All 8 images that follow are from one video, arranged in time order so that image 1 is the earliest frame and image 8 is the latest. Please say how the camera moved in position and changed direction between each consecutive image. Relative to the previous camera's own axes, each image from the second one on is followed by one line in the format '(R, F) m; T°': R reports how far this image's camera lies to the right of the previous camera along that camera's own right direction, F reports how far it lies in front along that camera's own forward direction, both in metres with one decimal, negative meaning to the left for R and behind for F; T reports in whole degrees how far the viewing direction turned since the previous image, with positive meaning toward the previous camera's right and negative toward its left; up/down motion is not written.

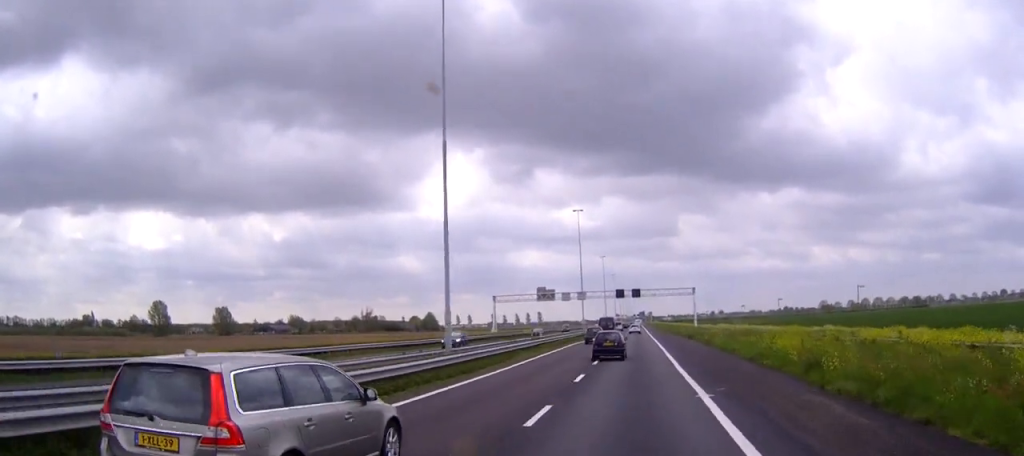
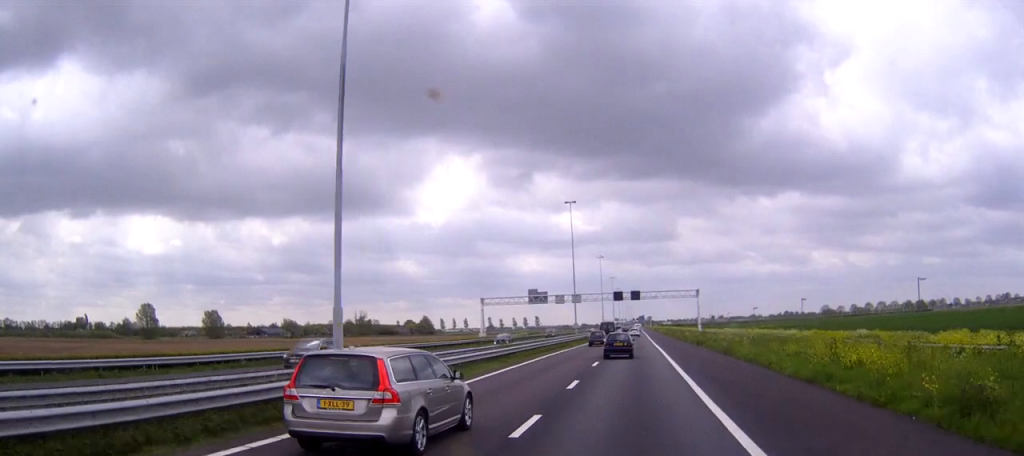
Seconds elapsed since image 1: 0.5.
(0.0, +12.0) m; 0°
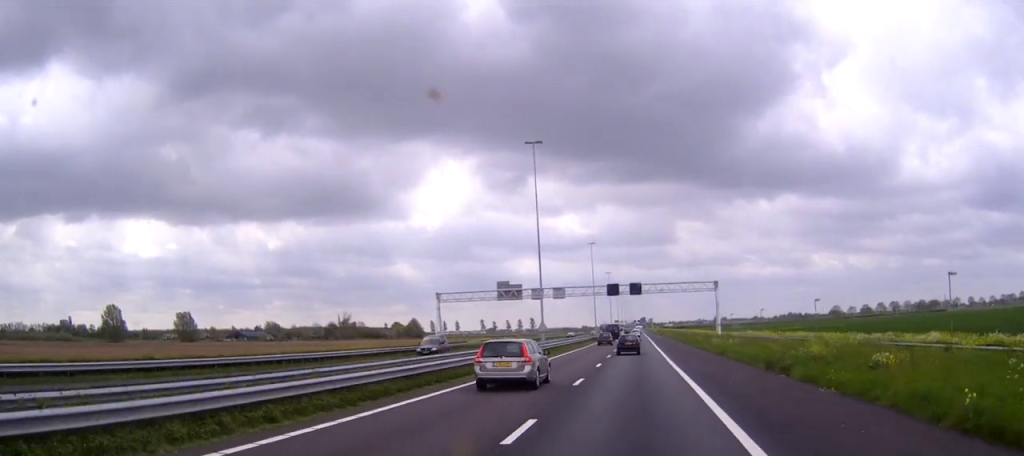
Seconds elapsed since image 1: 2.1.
(0.0, +34.4) m; 0°
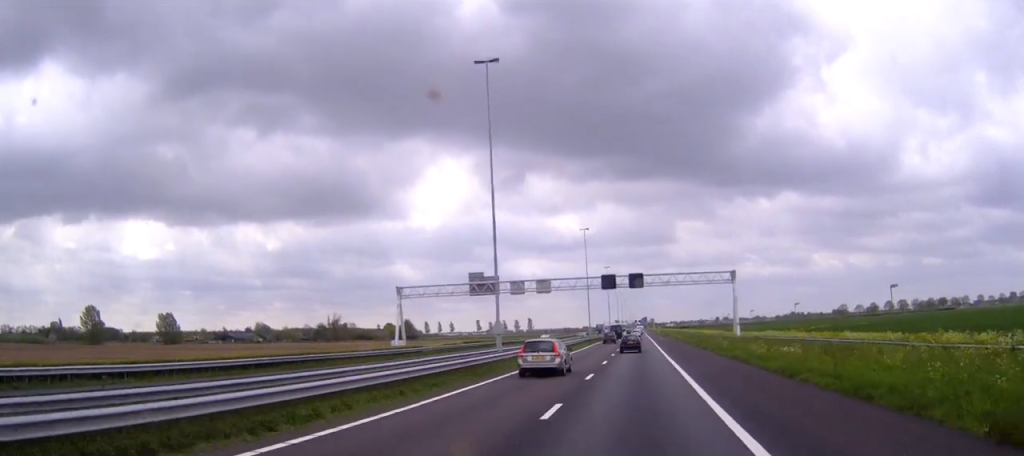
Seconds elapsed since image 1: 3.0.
(0.0, +20.0) m; 0°
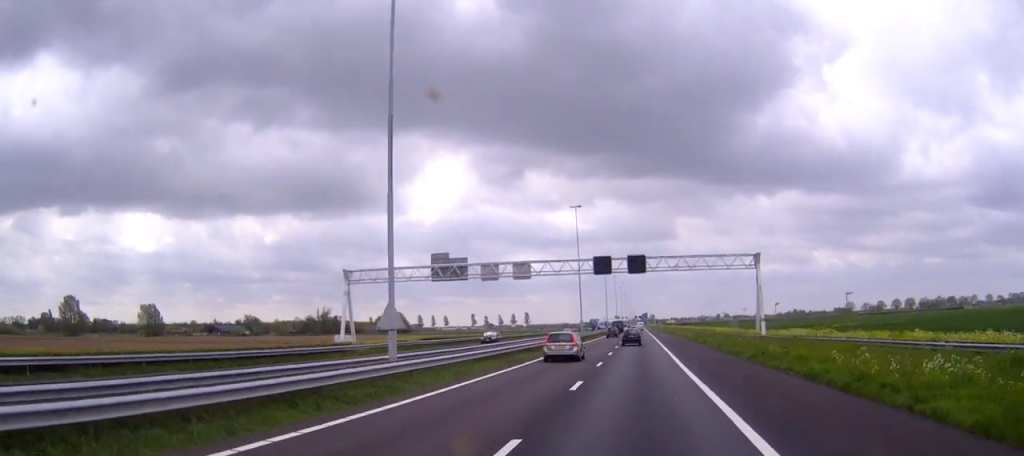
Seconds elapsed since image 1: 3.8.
(0.0, +18.5) m; 0°
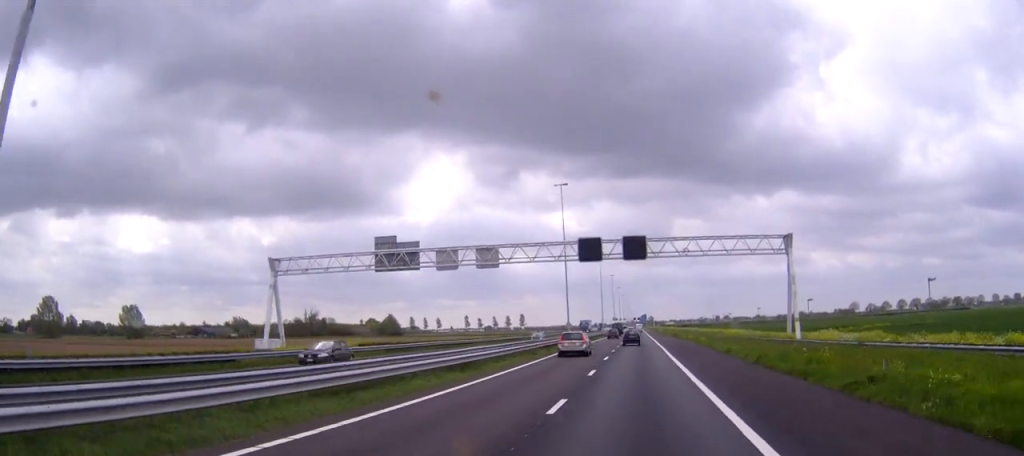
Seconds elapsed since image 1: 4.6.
(0.0, +17.1) m; 0°
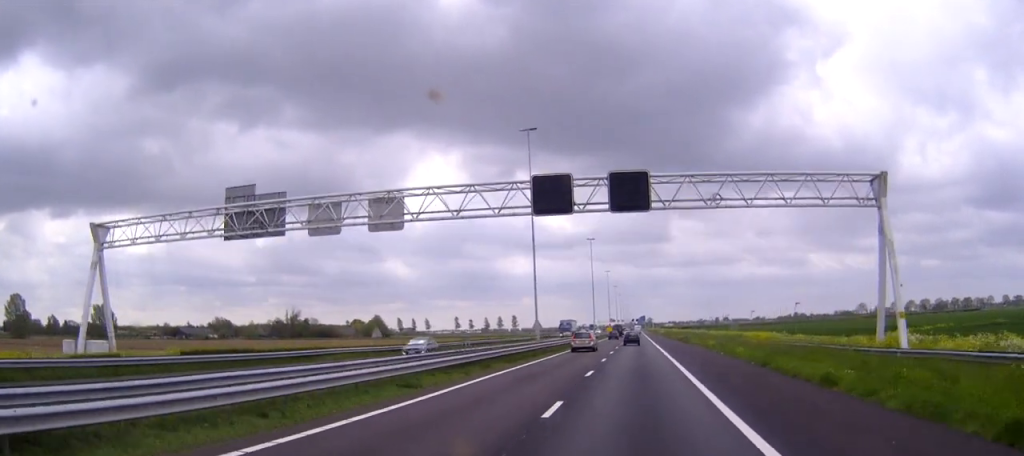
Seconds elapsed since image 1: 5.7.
(+0.1, +24.7) m; 0°
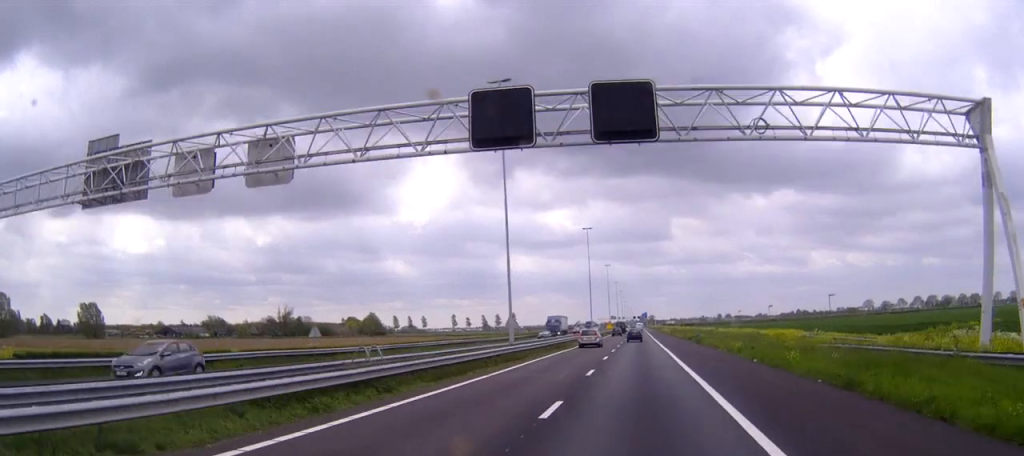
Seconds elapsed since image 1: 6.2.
(0.0, +12.7) m; 0°
